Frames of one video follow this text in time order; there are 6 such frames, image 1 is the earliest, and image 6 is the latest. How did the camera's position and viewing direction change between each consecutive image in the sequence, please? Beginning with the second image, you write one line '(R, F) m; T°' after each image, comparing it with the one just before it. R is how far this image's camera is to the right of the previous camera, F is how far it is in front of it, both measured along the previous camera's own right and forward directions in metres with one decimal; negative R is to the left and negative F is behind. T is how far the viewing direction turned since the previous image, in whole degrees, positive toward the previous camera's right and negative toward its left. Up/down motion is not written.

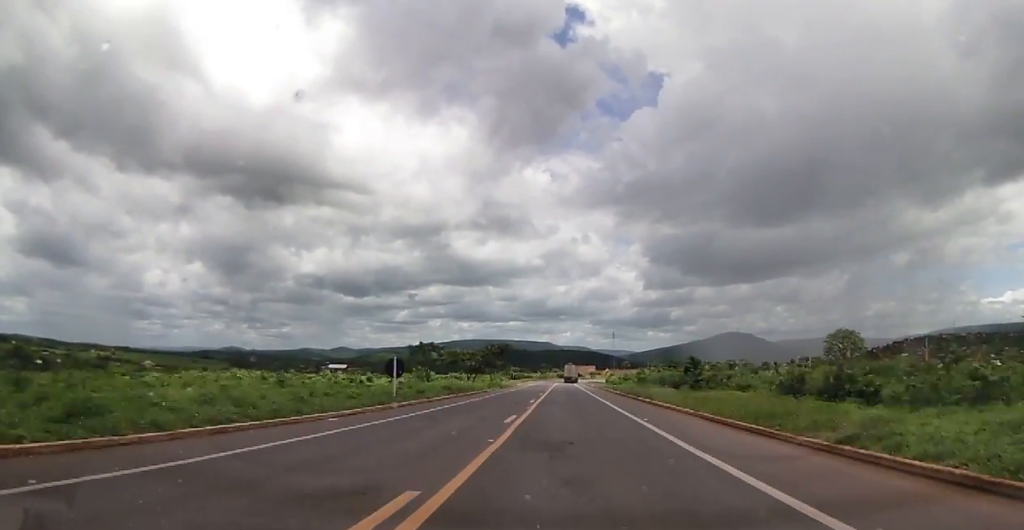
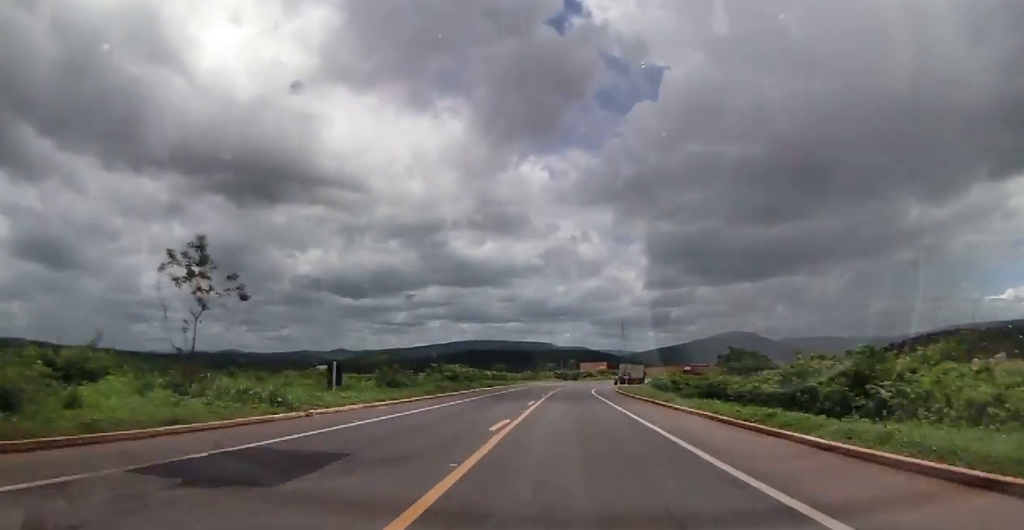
(-1.0, +97.0) m; 0°
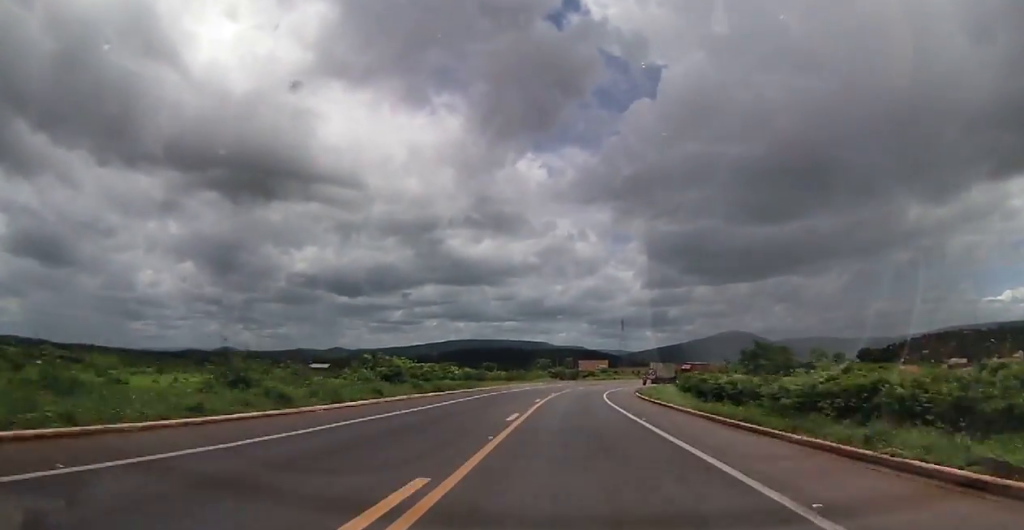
(-0.2, +27.8) m; -1°
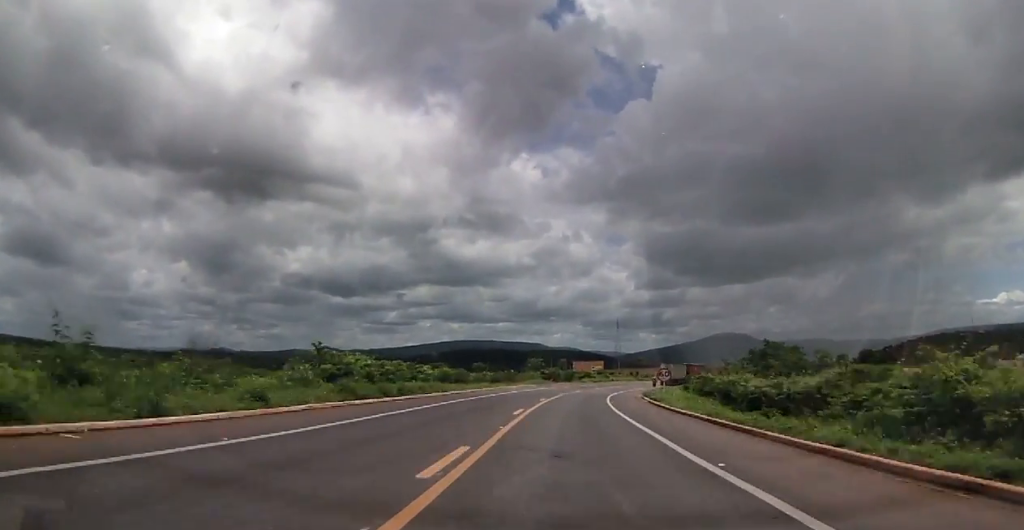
(0.0, +11.5) m; 0°
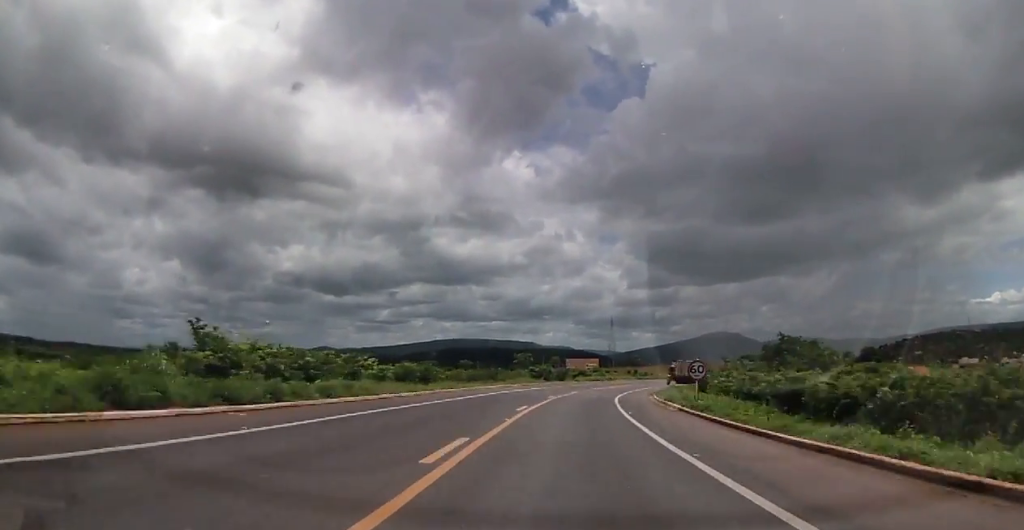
(0.0, +14.5) m; 0°
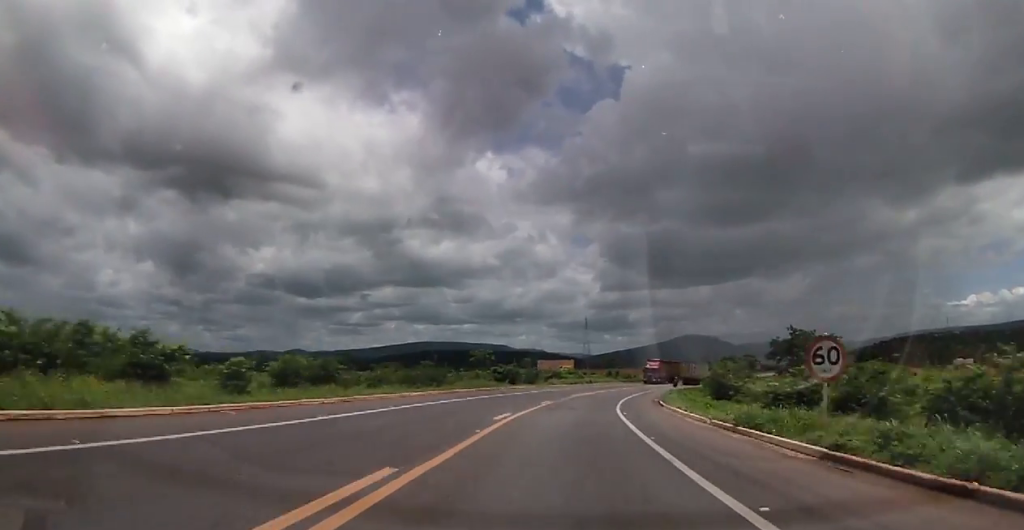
(+0.1, +19.9) m; +1°
